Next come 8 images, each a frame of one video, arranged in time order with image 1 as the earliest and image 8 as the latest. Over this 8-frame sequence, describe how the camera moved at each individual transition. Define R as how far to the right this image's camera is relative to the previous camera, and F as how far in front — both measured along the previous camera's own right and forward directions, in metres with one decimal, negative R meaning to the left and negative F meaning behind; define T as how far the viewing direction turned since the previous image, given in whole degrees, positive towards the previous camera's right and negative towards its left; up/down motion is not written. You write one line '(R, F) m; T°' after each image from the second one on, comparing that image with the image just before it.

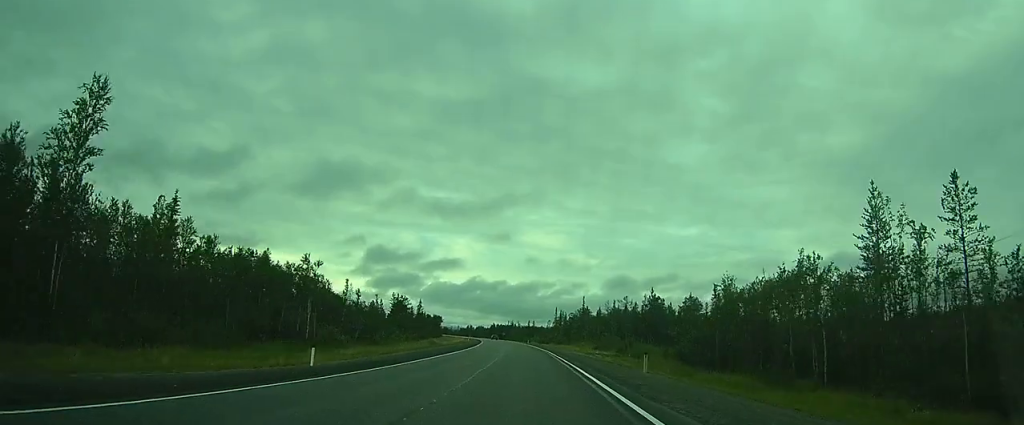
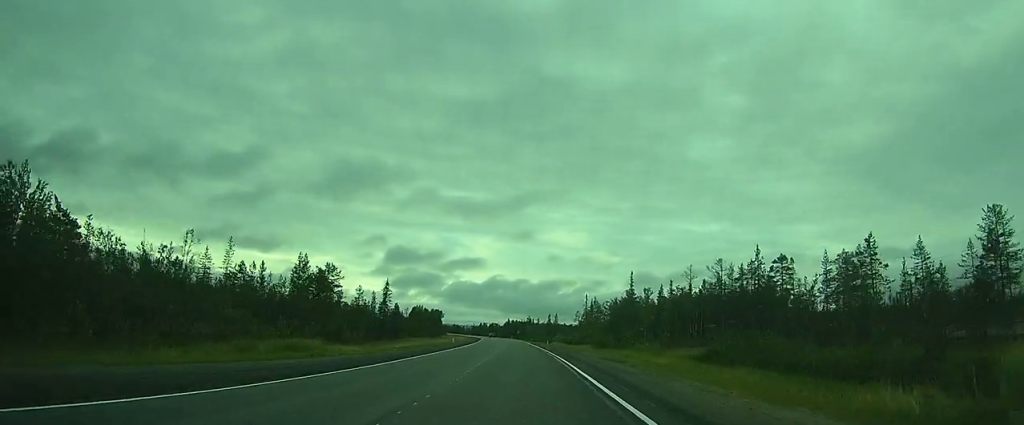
(-0.6, +45.9) m; -2°
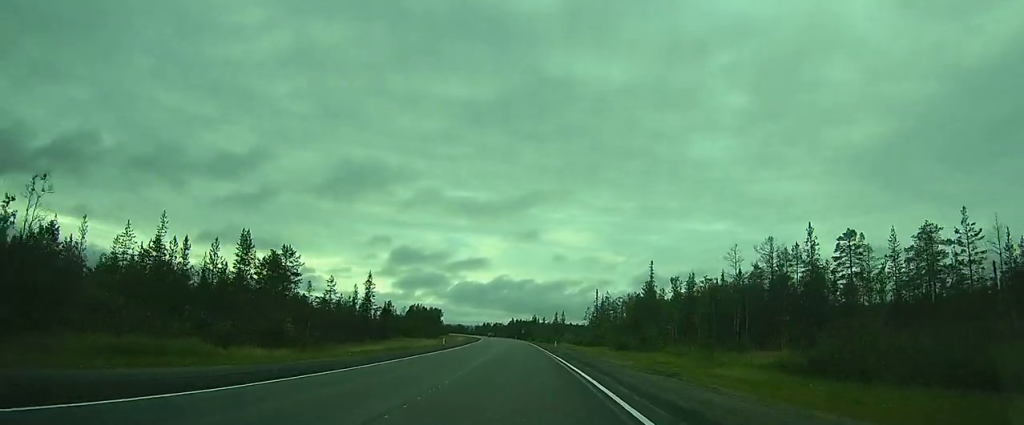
(0.0, +12.1) m; -1°
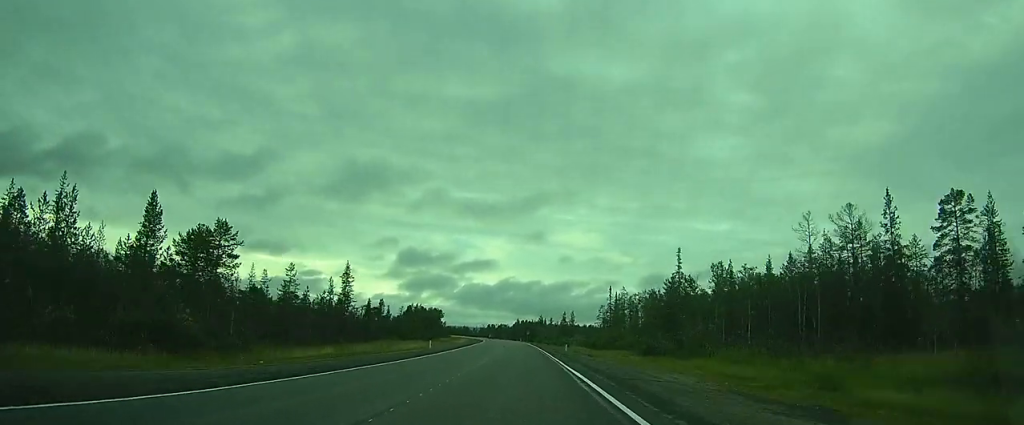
(-0.2, +12.1) m; 0°
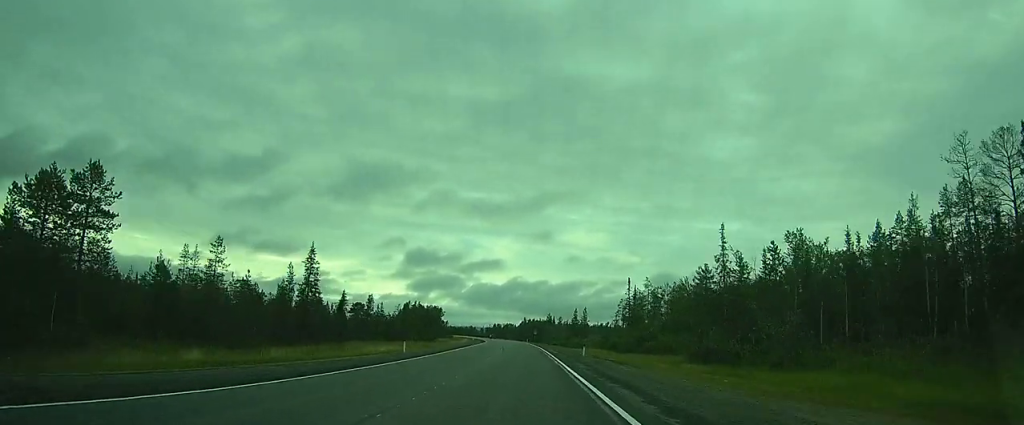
(-0.2, +13.6) m; 0°
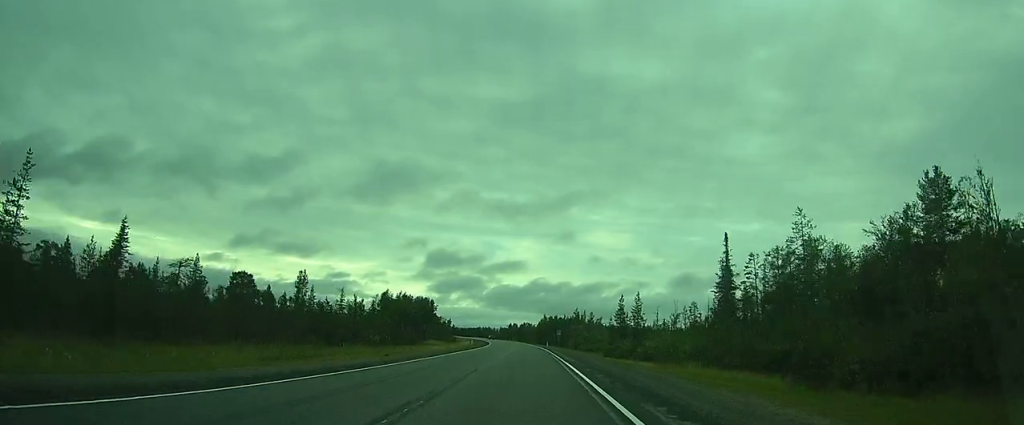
(-0.5, +40.4) m; -2°
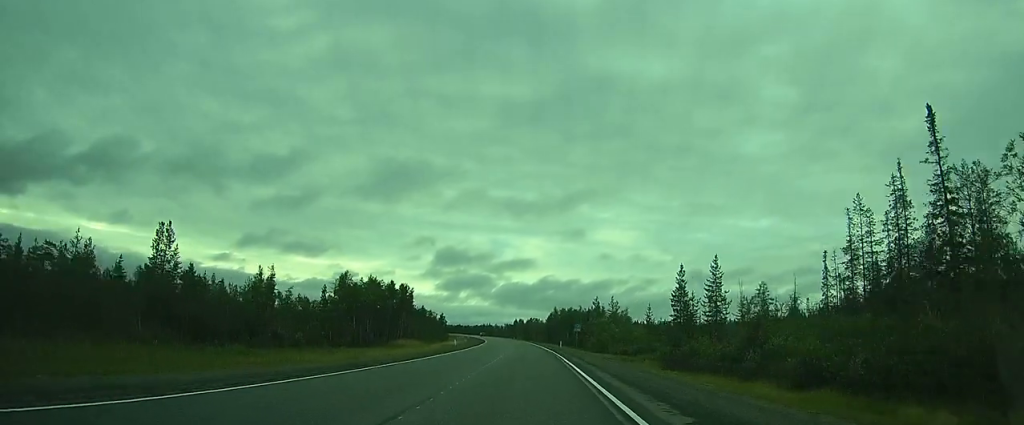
(-0.1, +28.8) m; -1°
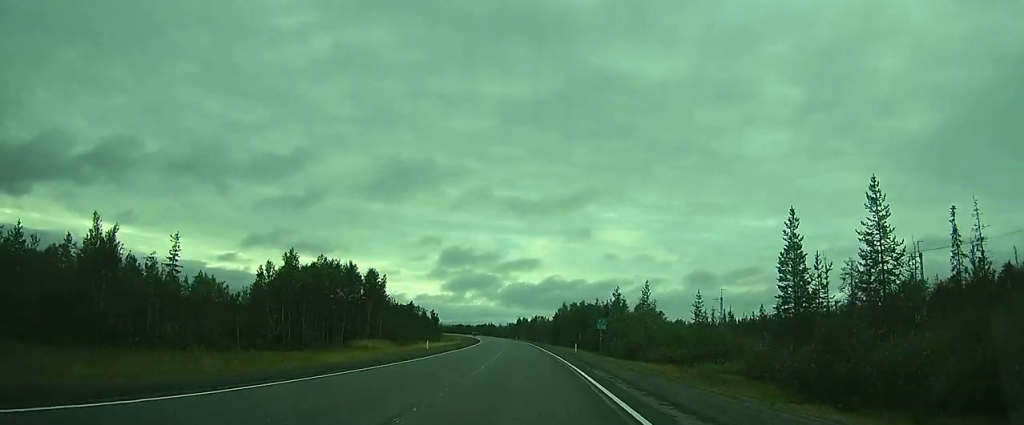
(-0.1, +20.6) m; -1°
